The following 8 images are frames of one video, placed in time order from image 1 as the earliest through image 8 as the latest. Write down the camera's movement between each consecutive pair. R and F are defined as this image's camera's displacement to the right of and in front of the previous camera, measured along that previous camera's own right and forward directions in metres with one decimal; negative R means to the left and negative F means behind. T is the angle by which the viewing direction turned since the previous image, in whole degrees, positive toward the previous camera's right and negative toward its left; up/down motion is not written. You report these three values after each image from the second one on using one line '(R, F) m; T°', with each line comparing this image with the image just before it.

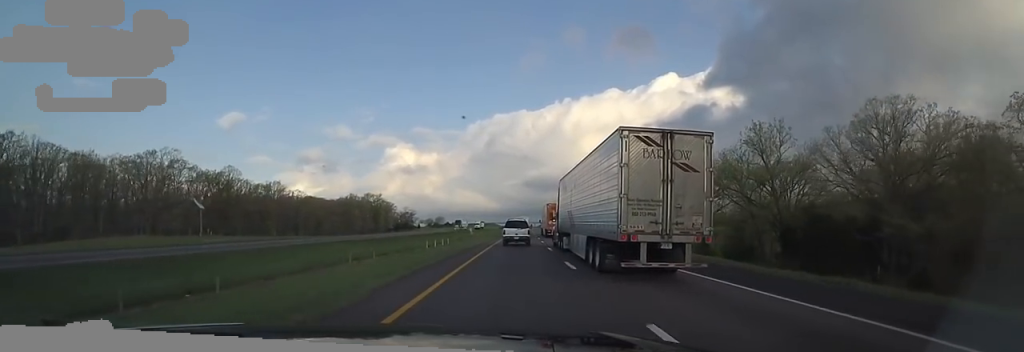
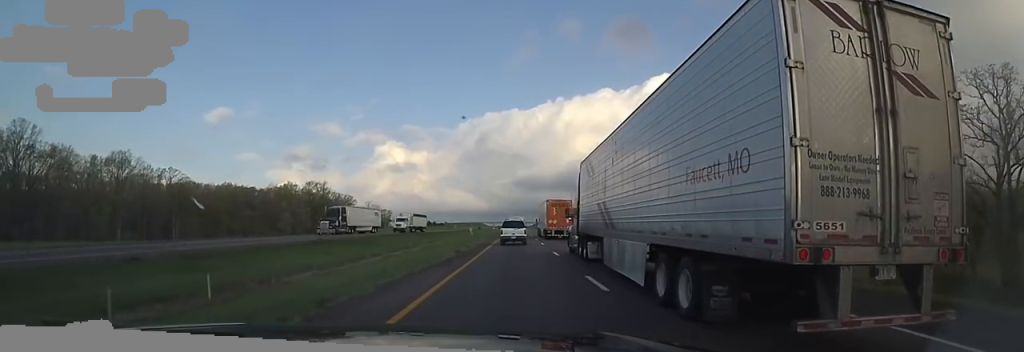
(+2.2, +54.5) m; +2°
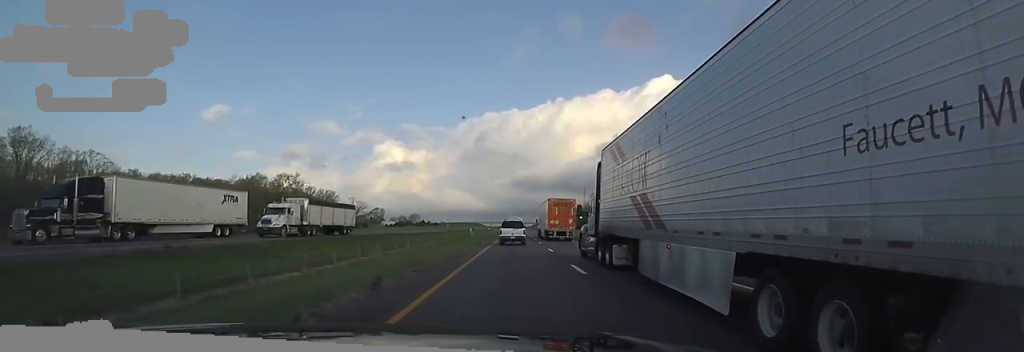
(0.0, +20.9) m; +1°
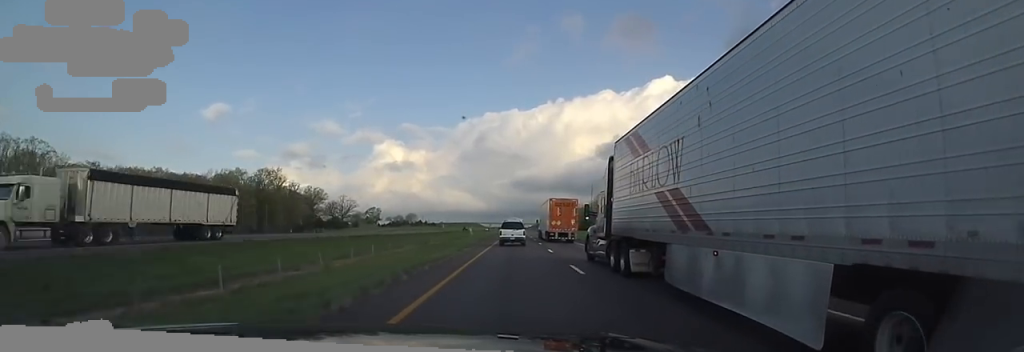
(0.0, +11.8) m; 0°
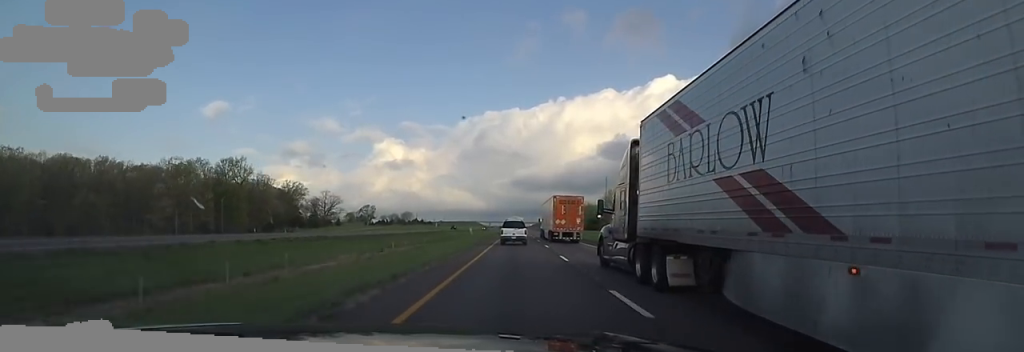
(+0.3, +19.1) m; 0°
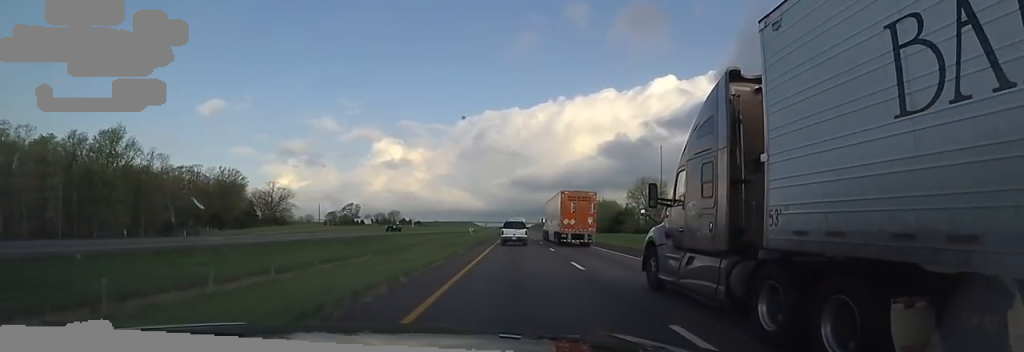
(-0.5, +40.6) m; -1°
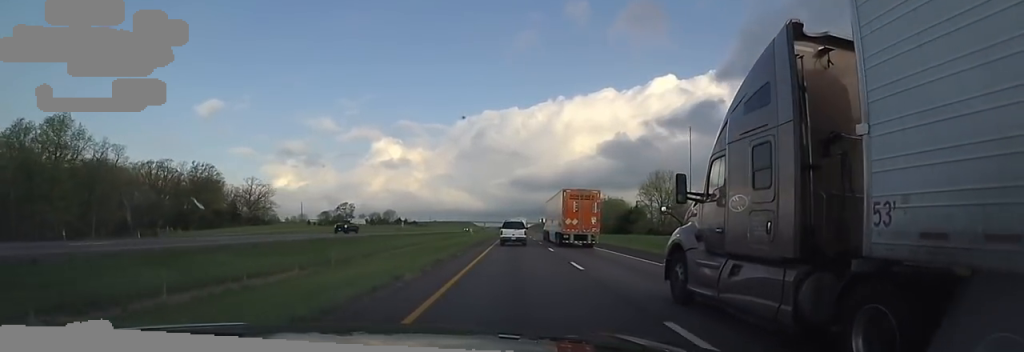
(0.0, +12.1) m; 0°
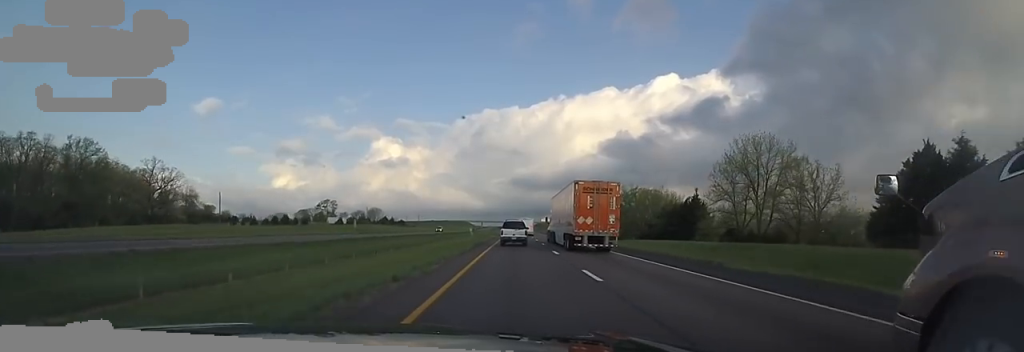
(0.0, +40.3) m; 0°
